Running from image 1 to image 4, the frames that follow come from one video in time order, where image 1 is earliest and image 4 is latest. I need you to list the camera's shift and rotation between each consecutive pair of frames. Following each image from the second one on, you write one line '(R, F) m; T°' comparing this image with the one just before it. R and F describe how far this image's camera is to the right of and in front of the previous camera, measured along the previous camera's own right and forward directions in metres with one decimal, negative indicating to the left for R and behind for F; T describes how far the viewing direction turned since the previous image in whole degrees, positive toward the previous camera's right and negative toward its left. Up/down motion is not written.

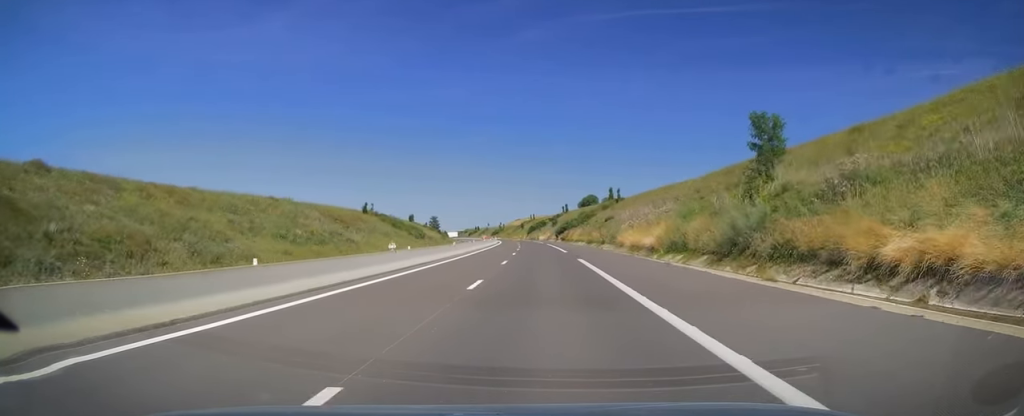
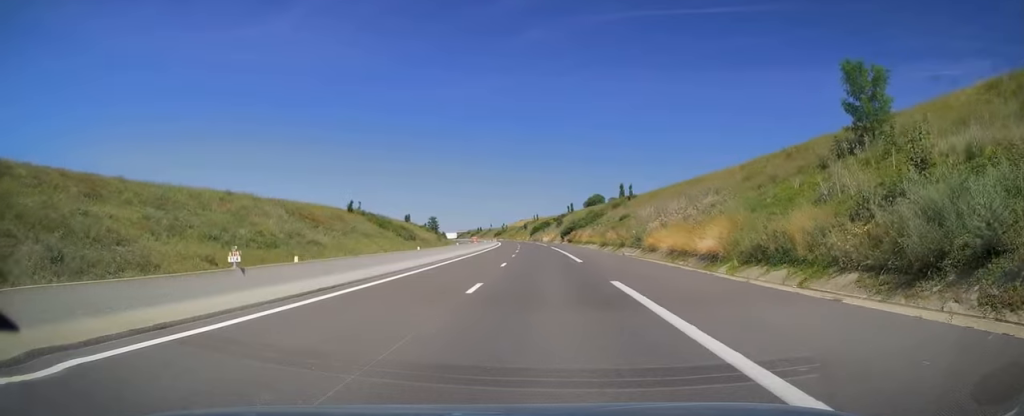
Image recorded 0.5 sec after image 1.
(-0.1, +13.7) m; -1°
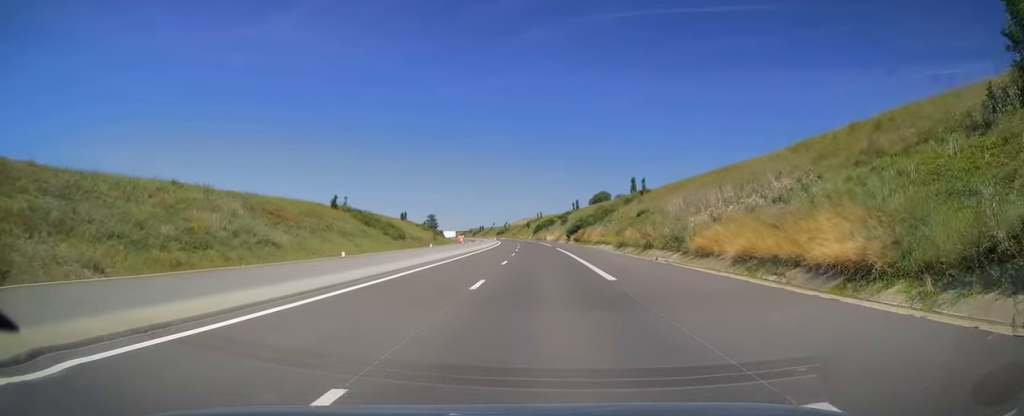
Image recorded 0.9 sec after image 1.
(-0.1, +12.3) m; 0°
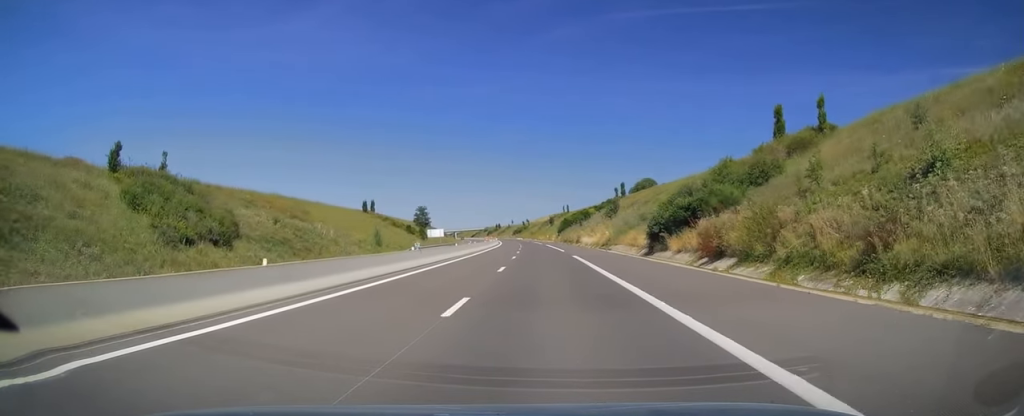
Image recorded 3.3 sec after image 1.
(-0.5, +70.0) m; -1°
